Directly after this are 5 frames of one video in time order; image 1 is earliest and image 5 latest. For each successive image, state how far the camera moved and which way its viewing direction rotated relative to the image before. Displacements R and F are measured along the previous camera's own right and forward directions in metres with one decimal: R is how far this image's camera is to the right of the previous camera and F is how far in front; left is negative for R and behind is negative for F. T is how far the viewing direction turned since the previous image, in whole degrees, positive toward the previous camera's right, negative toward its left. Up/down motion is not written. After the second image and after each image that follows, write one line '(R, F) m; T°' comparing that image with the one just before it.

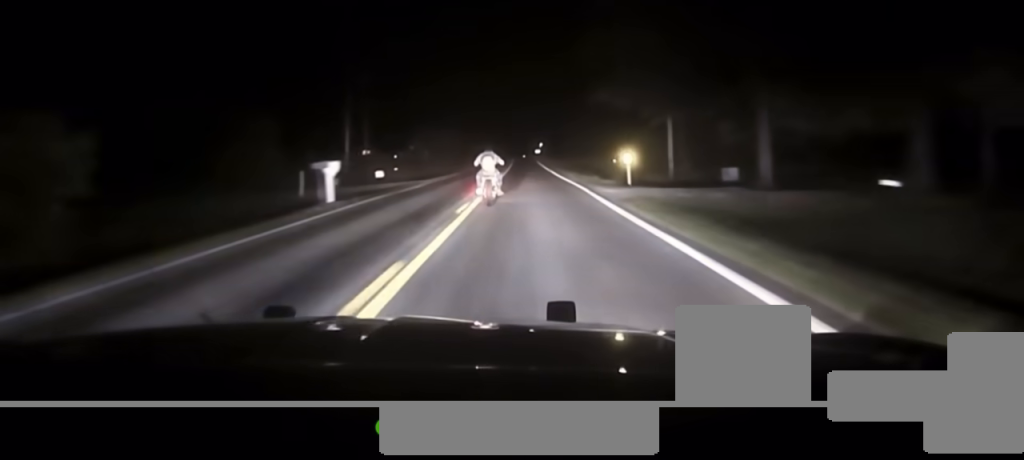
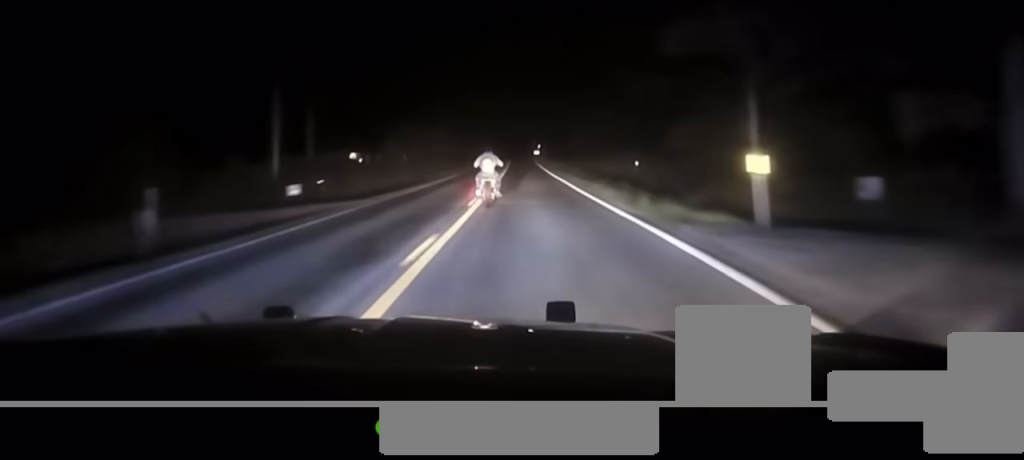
(-0.1, +23.5) m; 0°
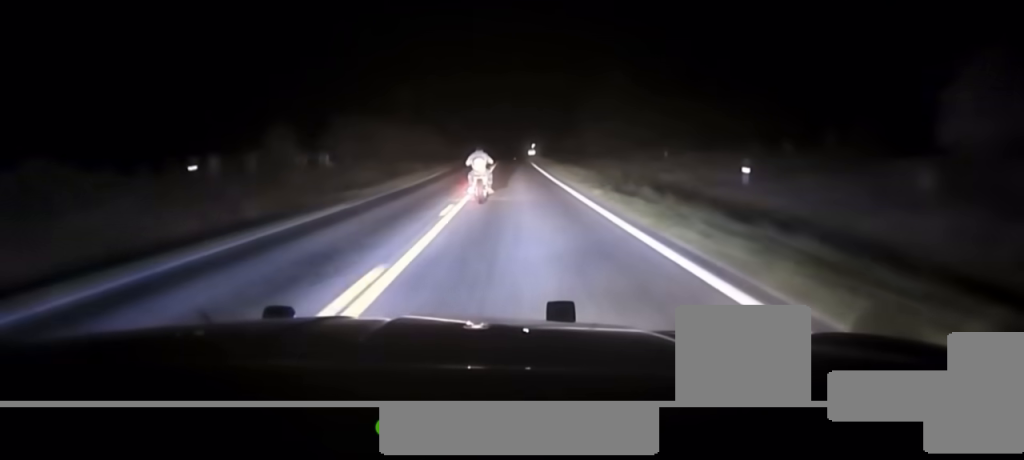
(+0.2, +44.8) m; 0°
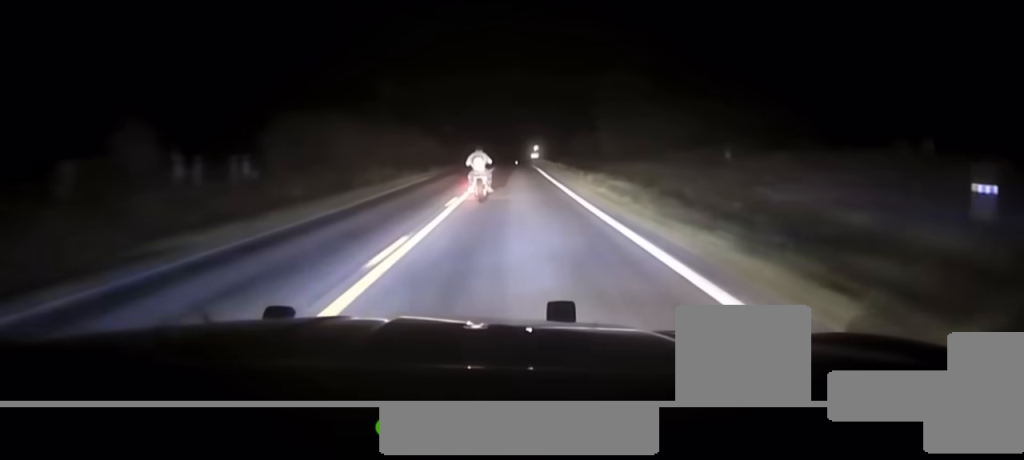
(0.0, +19.8) m; 0°
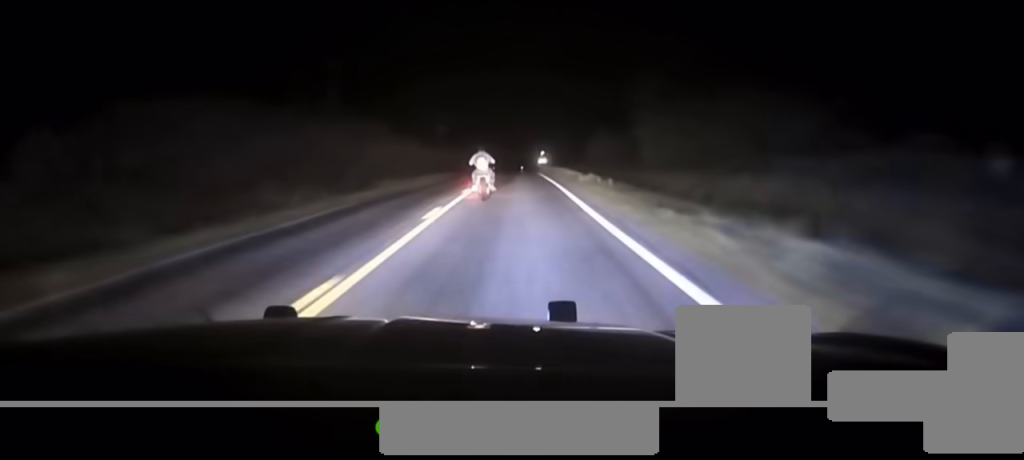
(0.0, +28.8) m; 0°
